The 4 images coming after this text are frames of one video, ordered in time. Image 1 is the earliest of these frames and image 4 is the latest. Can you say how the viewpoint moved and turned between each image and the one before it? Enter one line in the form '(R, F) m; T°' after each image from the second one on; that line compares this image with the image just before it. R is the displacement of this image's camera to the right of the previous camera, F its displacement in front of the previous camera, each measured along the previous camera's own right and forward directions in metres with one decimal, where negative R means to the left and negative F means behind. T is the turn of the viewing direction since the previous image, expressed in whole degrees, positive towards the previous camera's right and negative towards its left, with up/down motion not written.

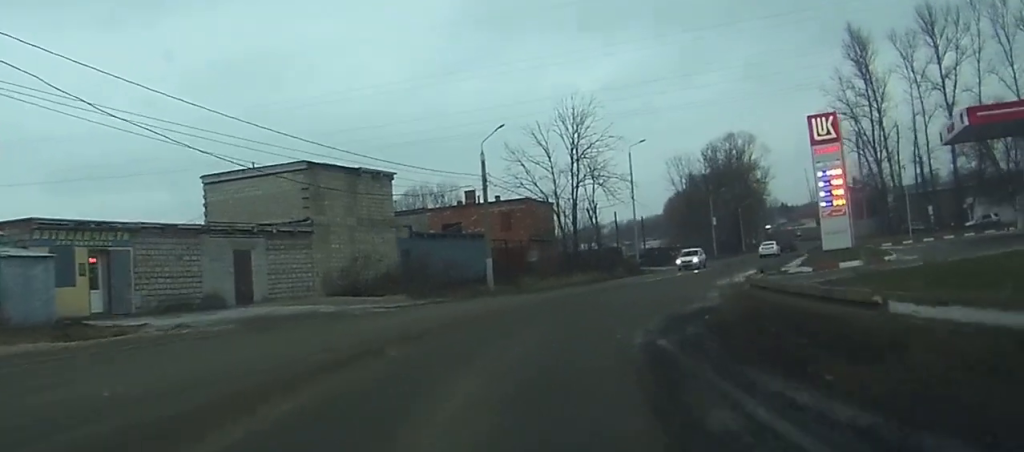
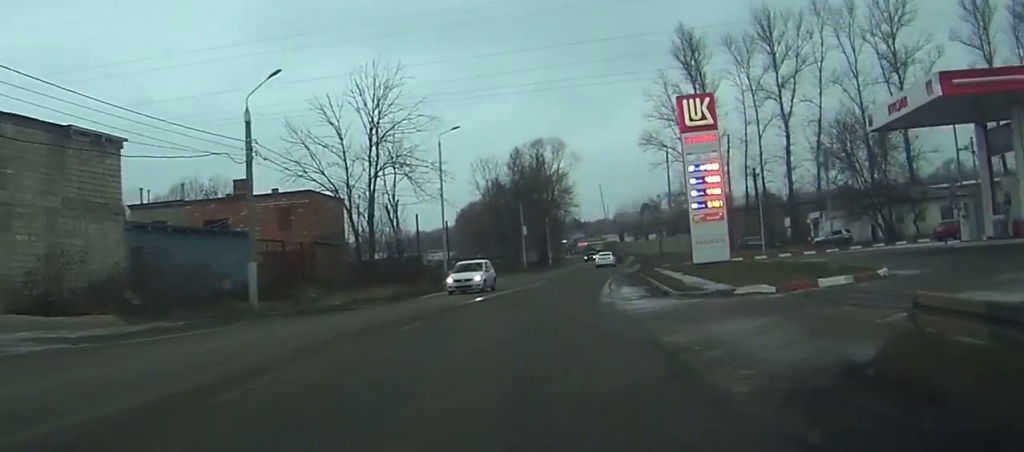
(+1.9, +13.3) m; +14°
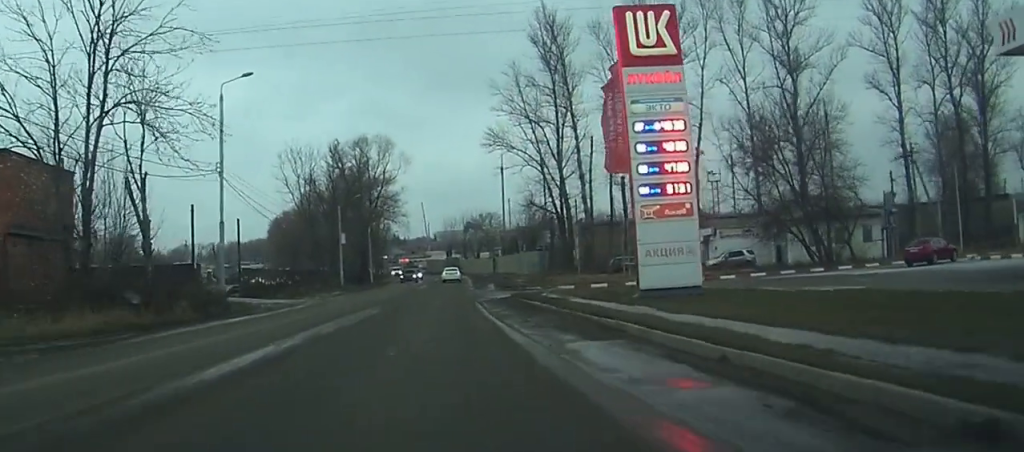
(+1.9, +17.9) m; +13°
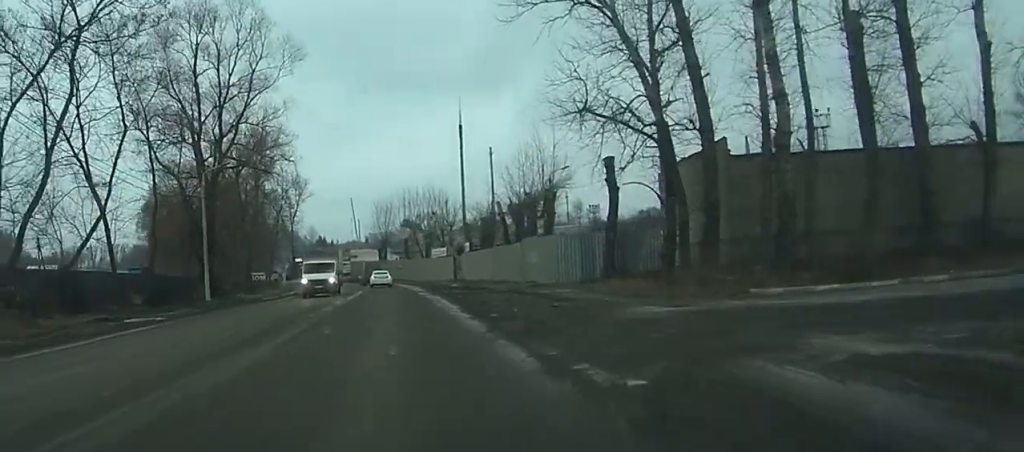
(+9.1, +59.2) m; +12°
